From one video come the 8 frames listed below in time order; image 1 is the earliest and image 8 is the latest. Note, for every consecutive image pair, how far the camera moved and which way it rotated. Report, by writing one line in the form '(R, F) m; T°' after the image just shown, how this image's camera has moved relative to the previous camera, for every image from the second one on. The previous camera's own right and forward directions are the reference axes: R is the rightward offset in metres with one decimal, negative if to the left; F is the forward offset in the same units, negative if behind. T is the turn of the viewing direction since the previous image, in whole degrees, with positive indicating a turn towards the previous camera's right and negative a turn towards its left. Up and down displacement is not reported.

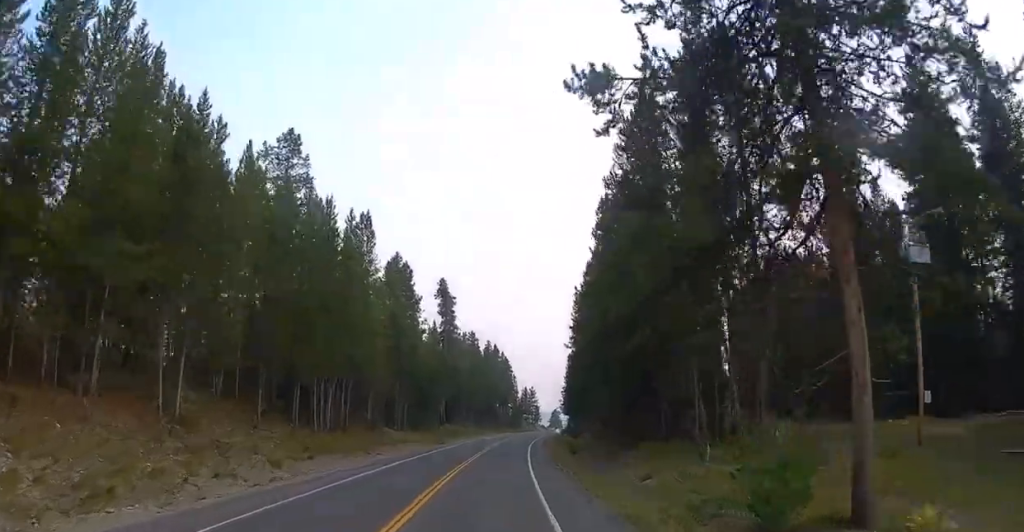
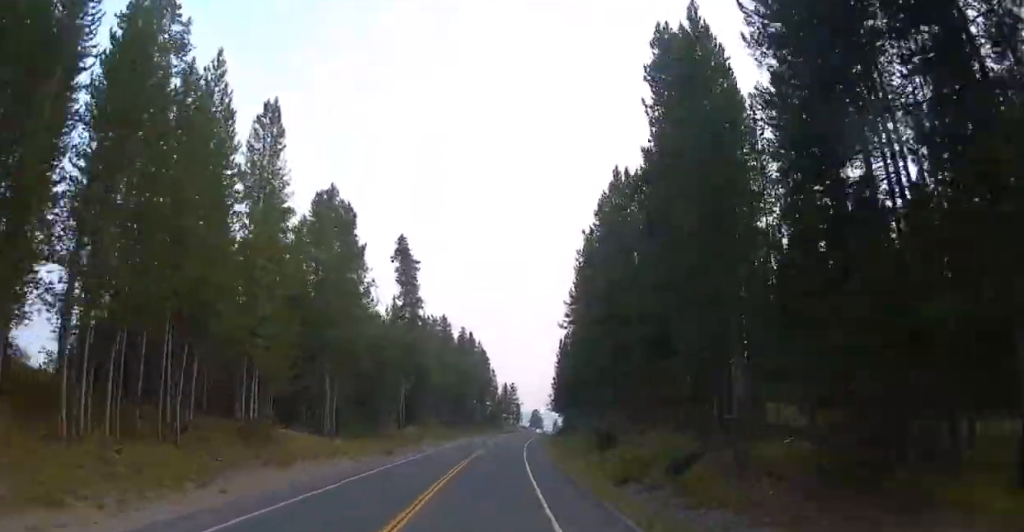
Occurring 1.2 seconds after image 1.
(+0.3, +25.2) m; +2°
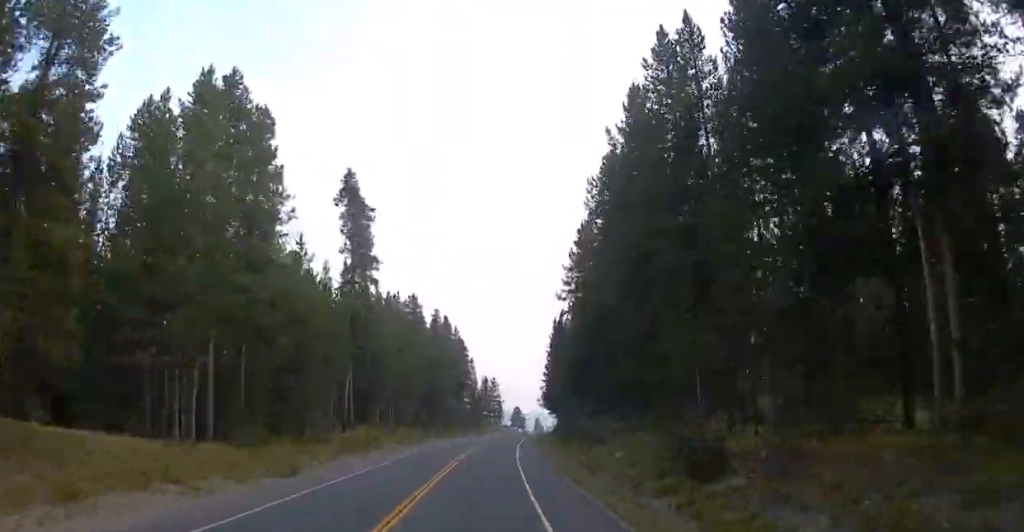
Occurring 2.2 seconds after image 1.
(+0.4, +20.1) m; +2°
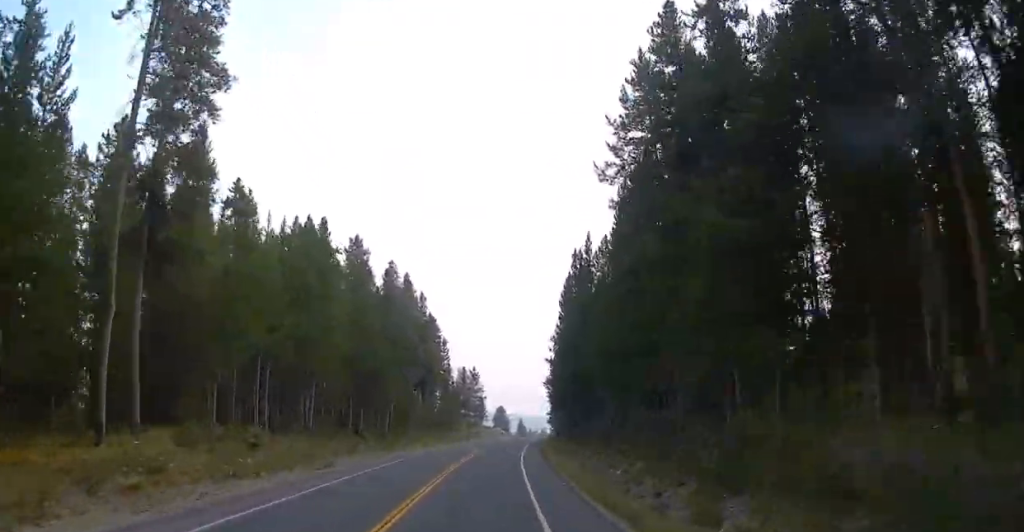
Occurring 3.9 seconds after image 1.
(+0.6, +35.1) m; +2°
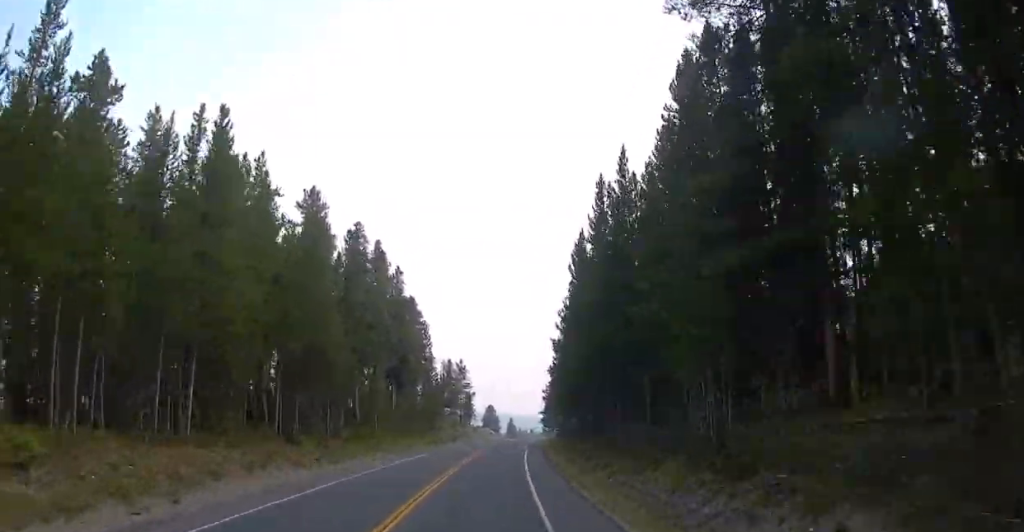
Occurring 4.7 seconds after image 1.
(+0.1, +15.8) m; +1°
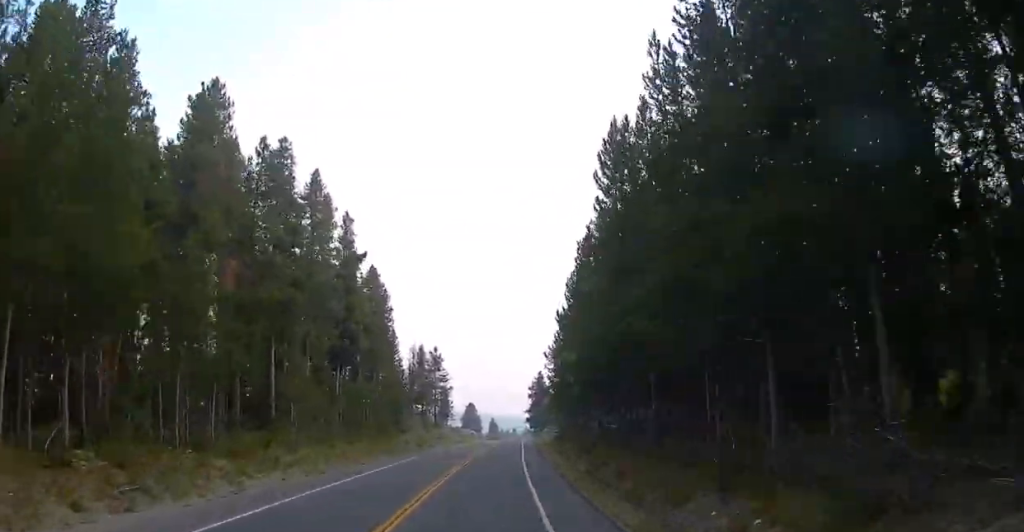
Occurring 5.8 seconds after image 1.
(+0.3, +21.9) m; +1°
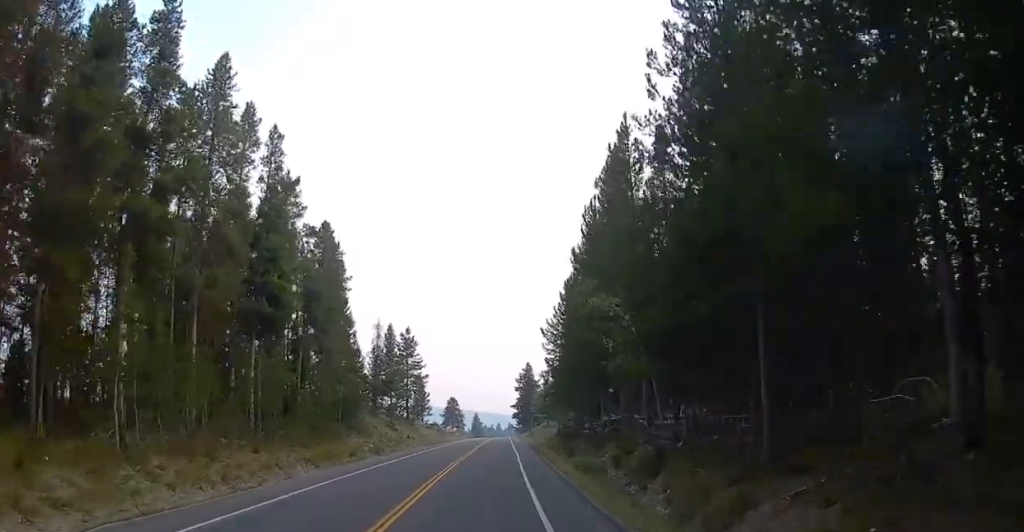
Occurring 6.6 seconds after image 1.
(+0.2, +18.4) m; 0°
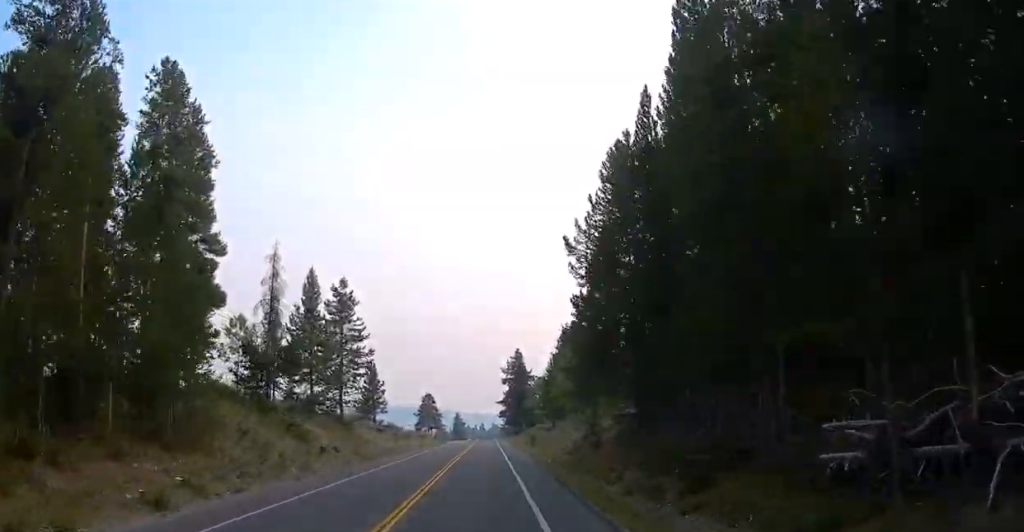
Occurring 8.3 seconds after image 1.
(-0.2, +32.5) m; -2°
